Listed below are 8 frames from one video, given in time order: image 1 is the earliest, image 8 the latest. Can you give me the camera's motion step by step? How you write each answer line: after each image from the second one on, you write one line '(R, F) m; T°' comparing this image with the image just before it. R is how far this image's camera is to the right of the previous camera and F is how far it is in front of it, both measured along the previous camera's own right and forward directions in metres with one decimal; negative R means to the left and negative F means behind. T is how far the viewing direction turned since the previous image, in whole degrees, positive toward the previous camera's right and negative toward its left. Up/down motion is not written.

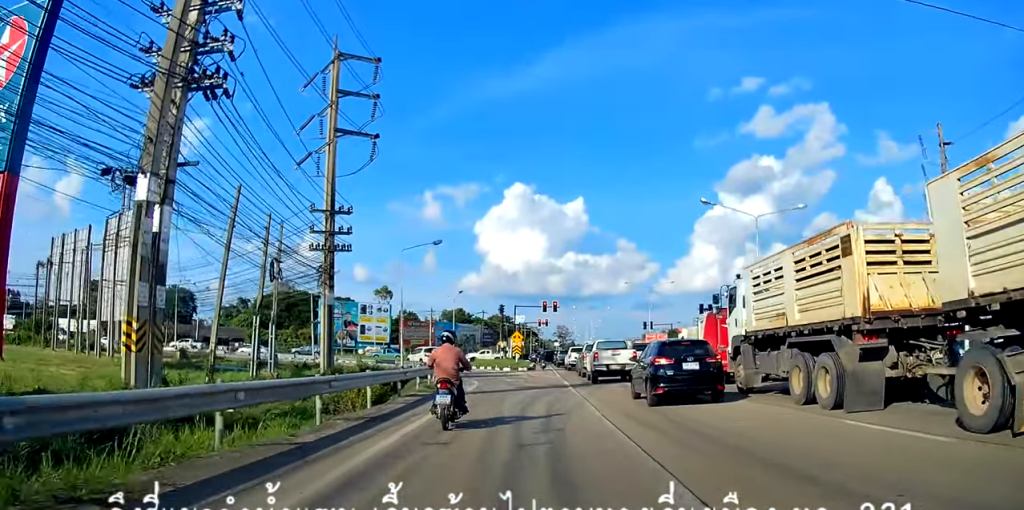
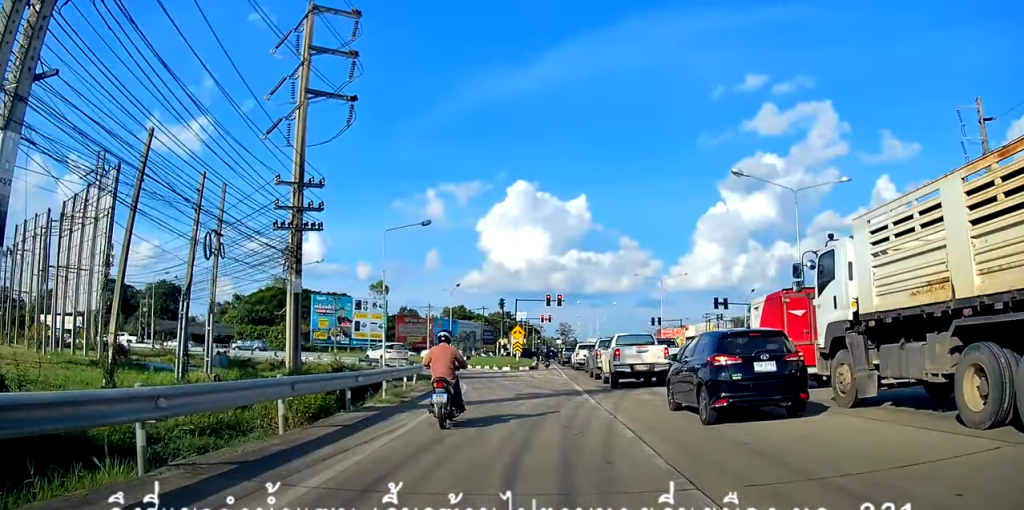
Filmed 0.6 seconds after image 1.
(+0.1, +5.6) m; -1°
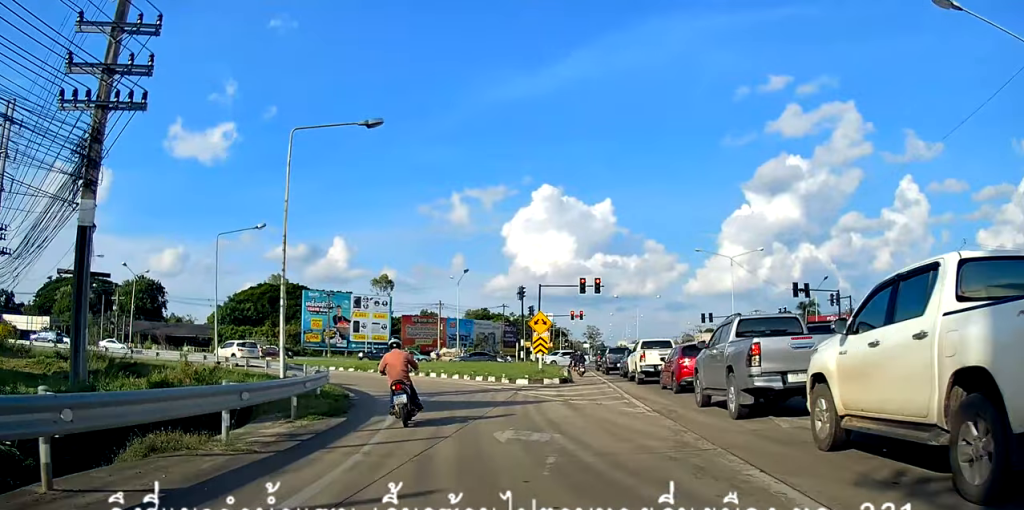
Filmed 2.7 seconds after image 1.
(-1.0, +18.2) m; -5°
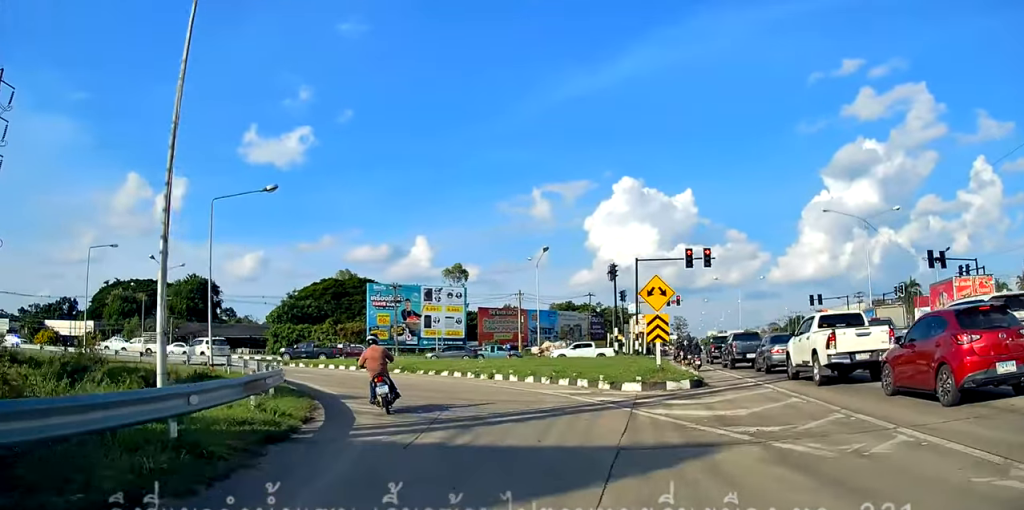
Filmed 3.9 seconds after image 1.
(-0.5, +10.1) m; -3°
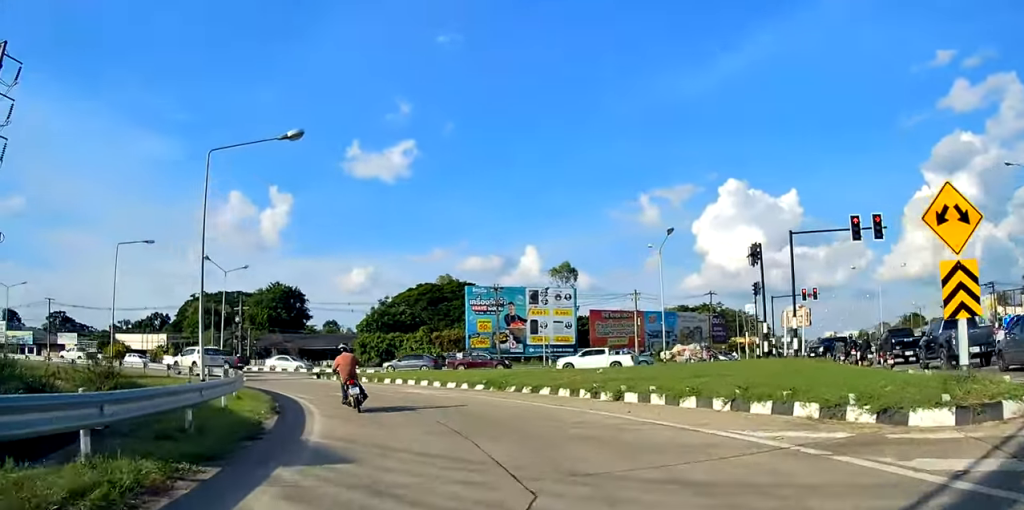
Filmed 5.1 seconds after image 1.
(+0.2, +10.3) m; -3°
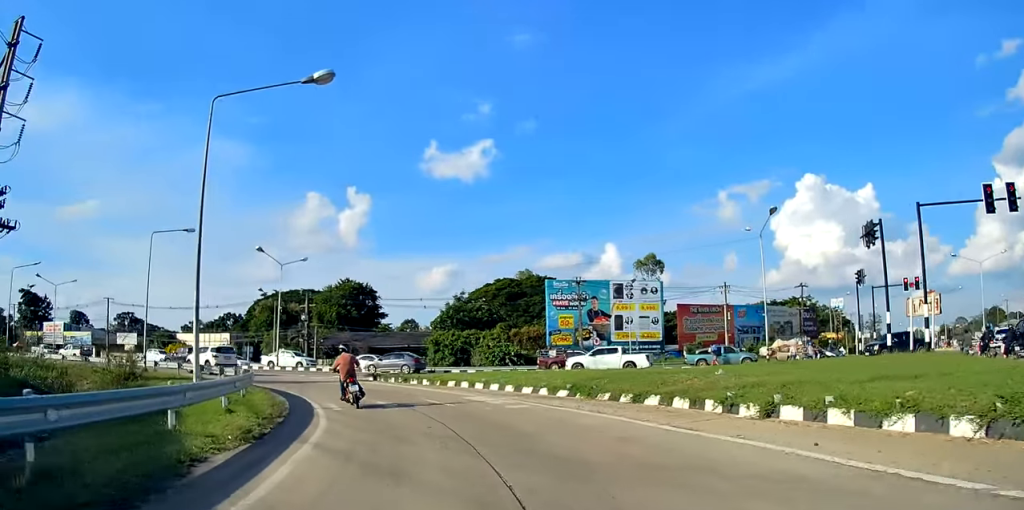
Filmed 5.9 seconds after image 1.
(-0.4, +5.3) m; -11°
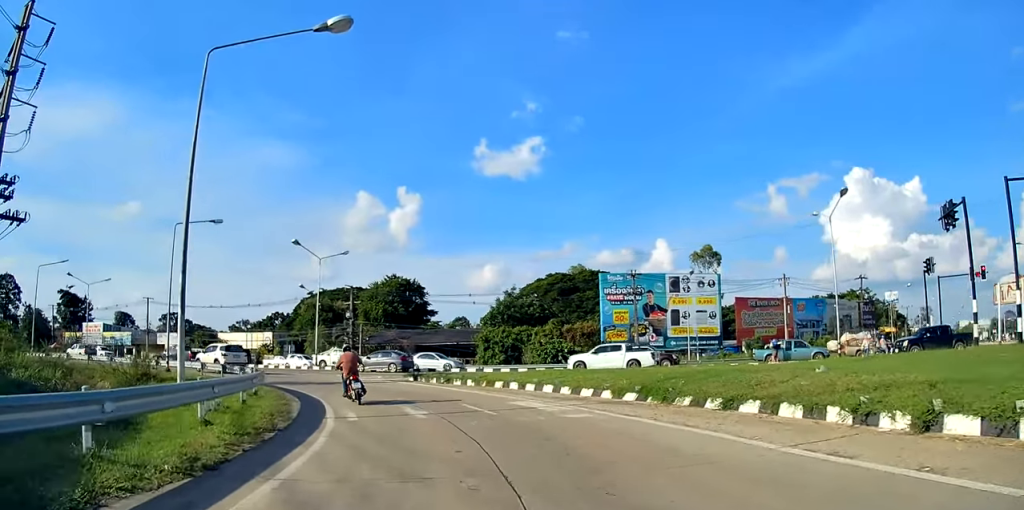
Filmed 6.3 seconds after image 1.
(+0.1, +3.2) m; -9°
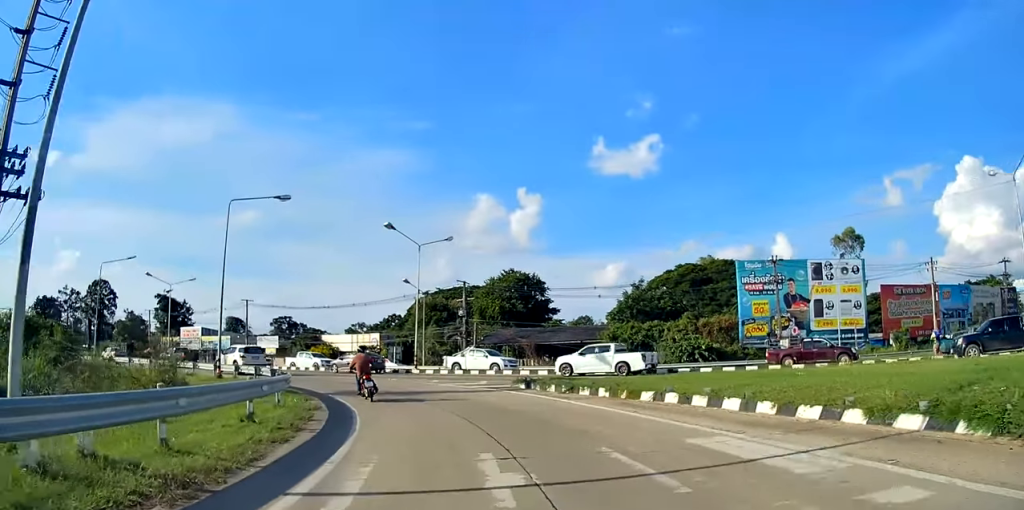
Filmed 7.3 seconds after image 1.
(-1.5, +7.0) m; -13°
